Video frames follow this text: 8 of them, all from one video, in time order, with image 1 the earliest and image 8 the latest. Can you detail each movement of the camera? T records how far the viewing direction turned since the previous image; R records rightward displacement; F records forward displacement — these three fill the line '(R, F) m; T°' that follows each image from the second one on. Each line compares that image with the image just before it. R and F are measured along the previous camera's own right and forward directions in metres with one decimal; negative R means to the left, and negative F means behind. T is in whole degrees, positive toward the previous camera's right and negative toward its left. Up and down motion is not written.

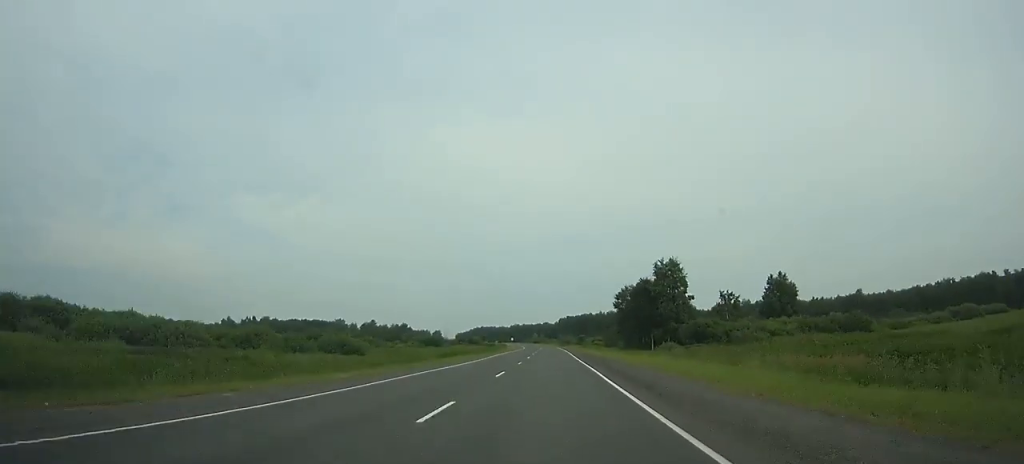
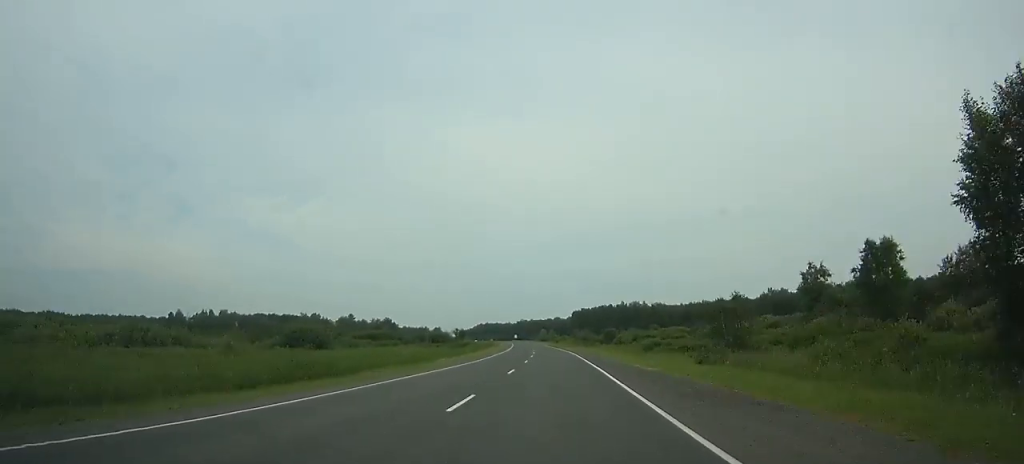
(-0.4, +80.6) m; -1°
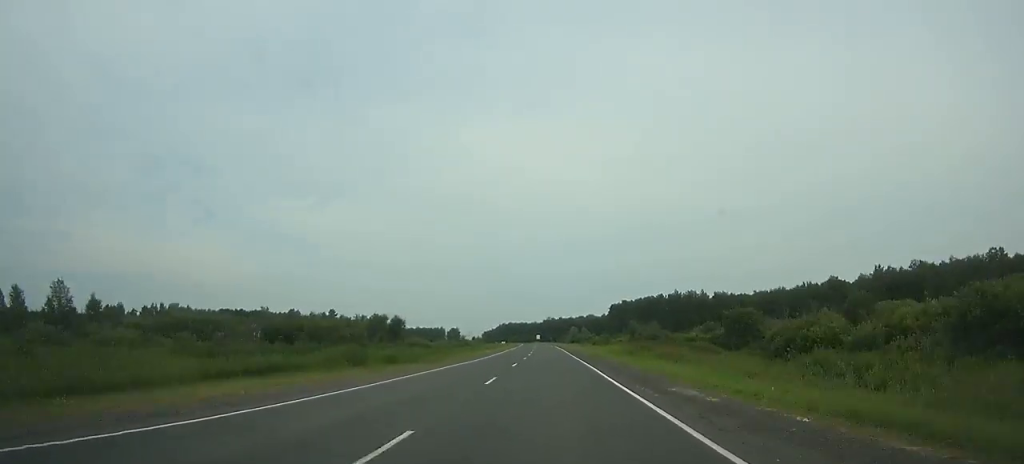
(-1.5, +90.1) m; -2°
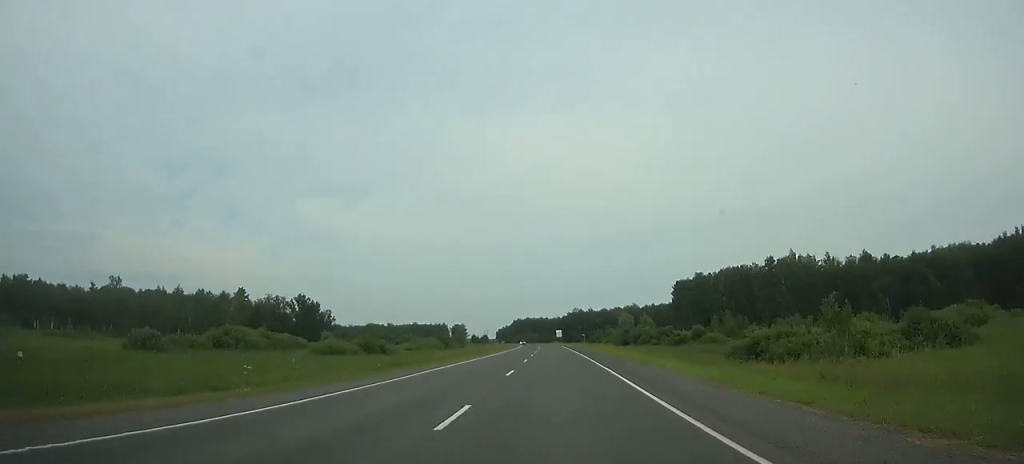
(-3.2, +129.3) m; -3°
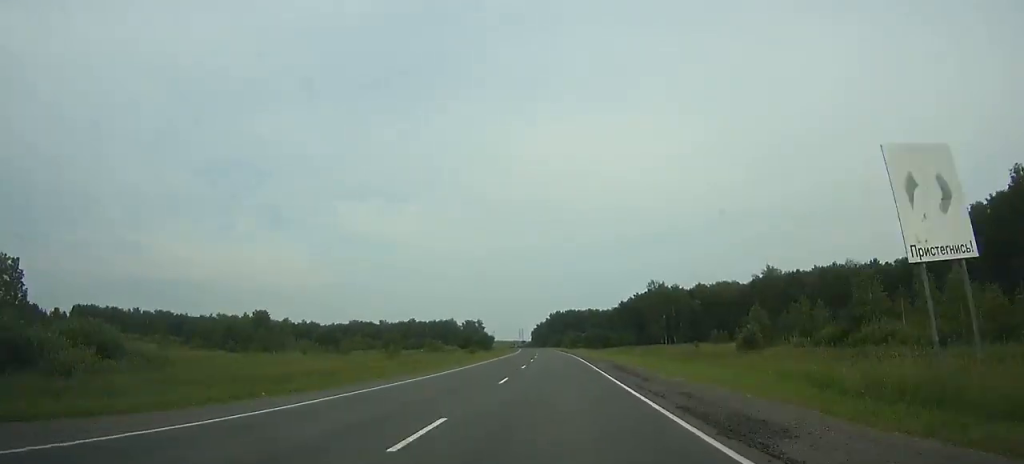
(-6.4, +161.4) m; -4°
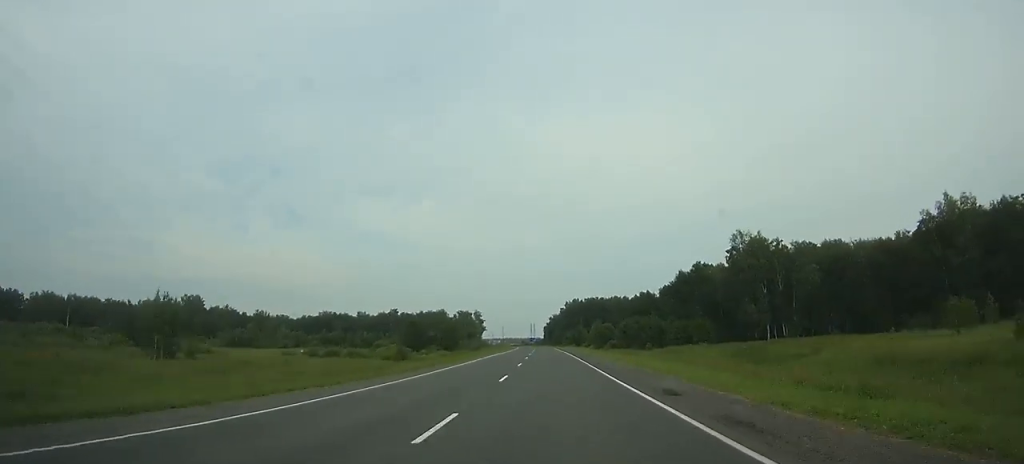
(-0.5, +77.5) m; -2°
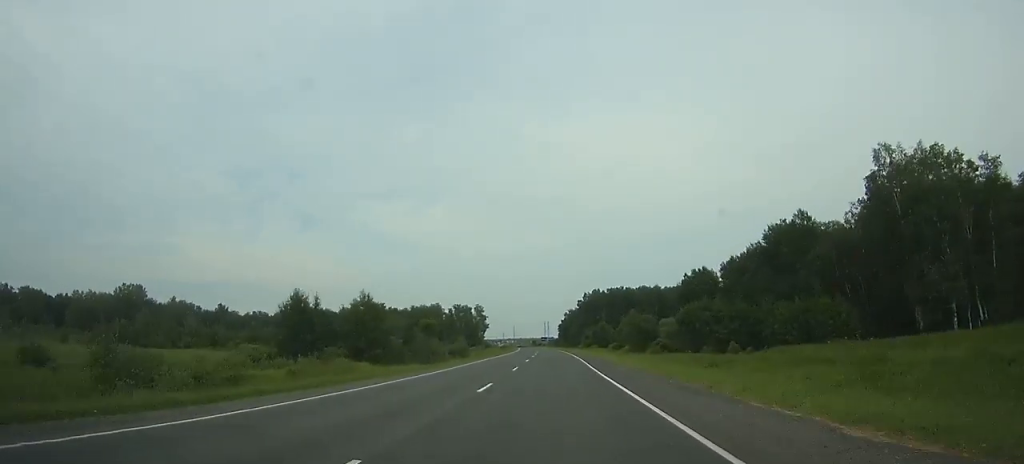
(-1.1, +50.0) m; -1°
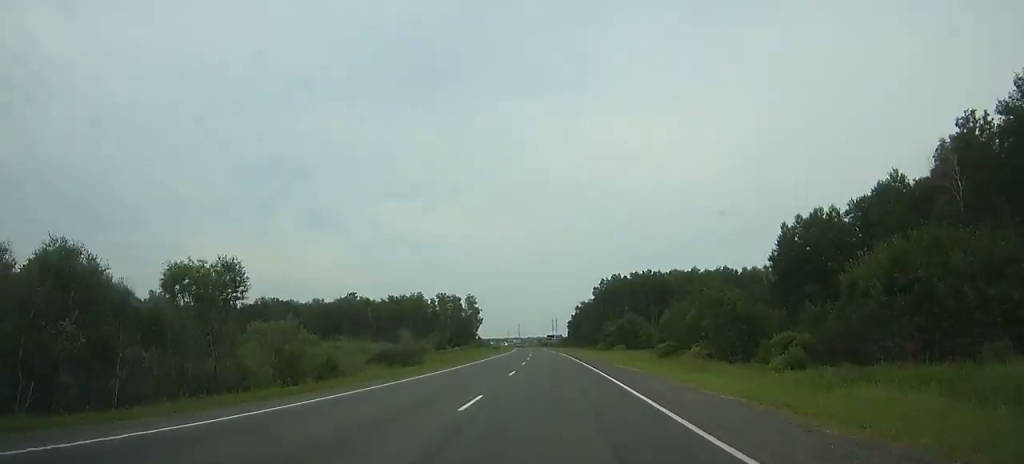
(-0.4, +50.0) m; -1°
